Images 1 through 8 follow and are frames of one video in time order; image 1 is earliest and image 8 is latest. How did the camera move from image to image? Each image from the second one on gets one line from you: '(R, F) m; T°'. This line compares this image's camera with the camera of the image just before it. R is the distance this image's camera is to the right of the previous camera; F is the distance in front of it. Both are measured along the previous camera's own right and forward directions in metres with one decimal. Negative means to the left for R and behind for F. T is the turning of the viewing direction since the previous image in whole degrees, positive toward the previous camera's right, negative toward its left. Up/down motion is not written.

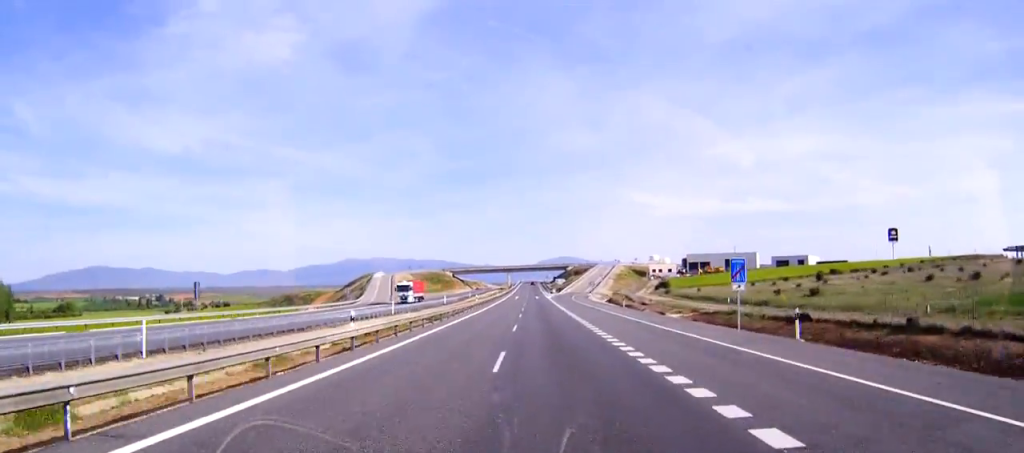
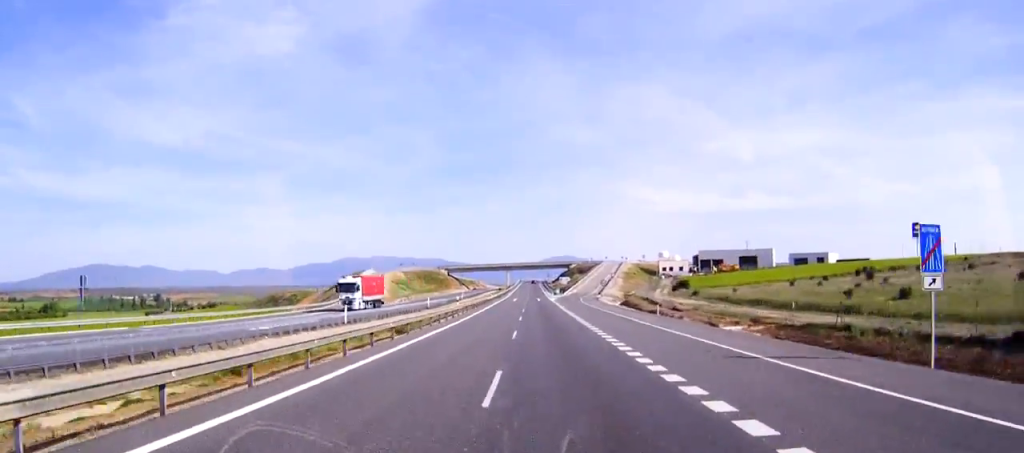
(0.0, +21.1) m; 0°
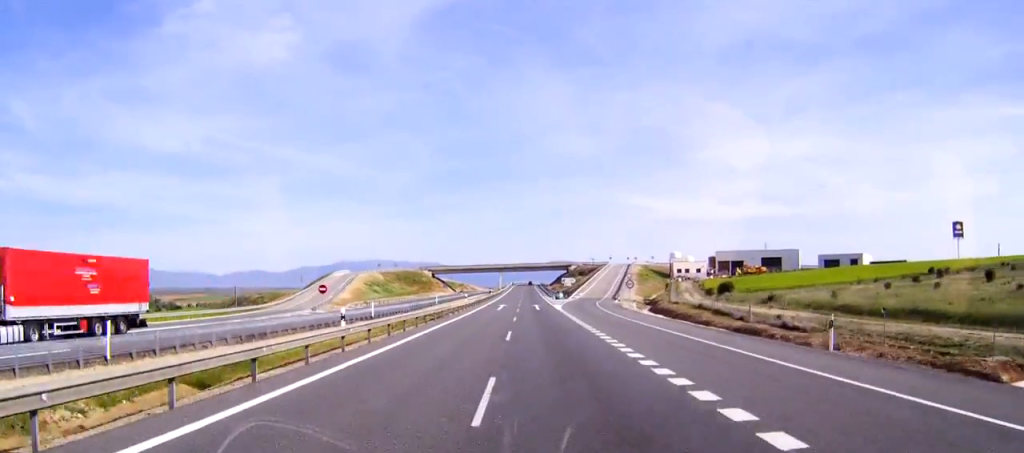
(+0.1, +35.4) m; 0°
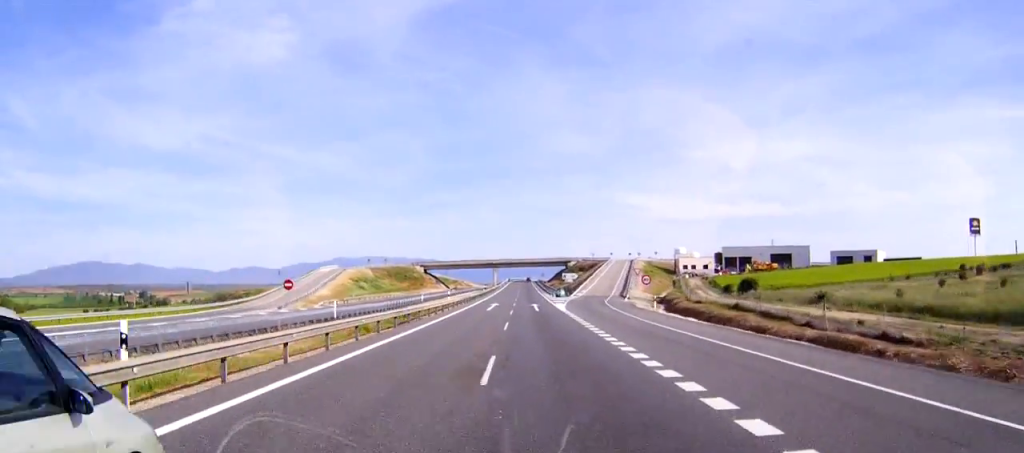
(0.0, +13.4) m; 0°
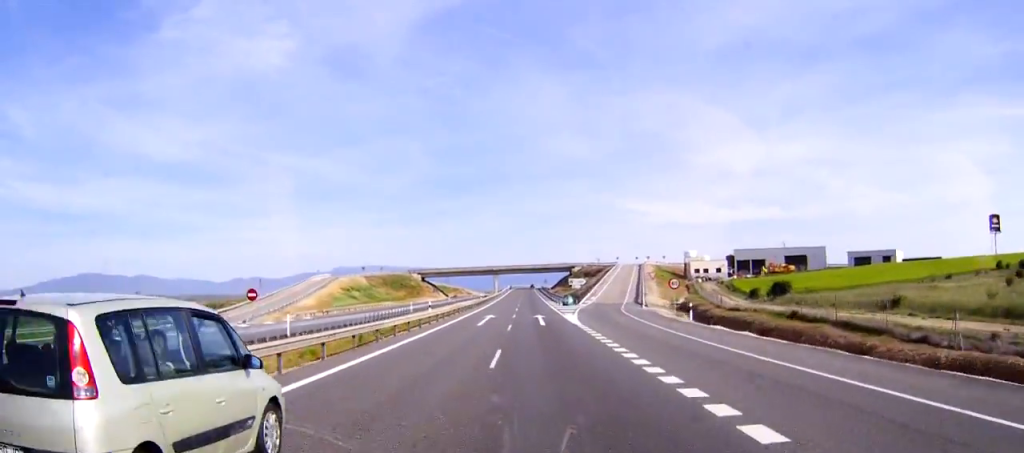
(0.0, +12.5) m; 0°
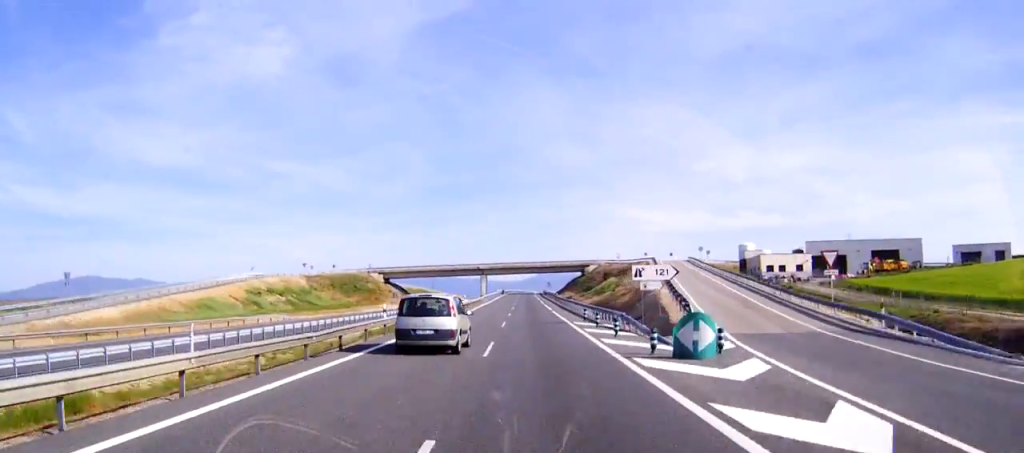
(0.0, +64.6) m; 0°
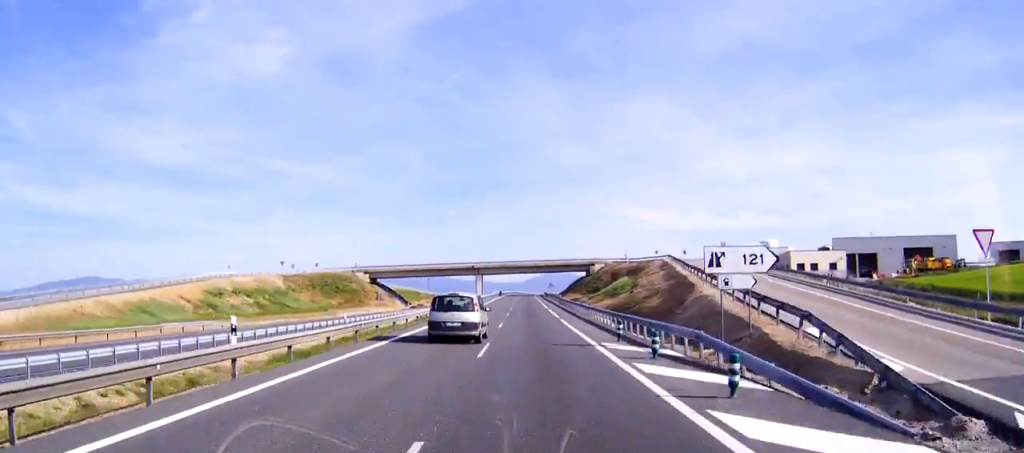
(0.0, +16.9) m; 0°
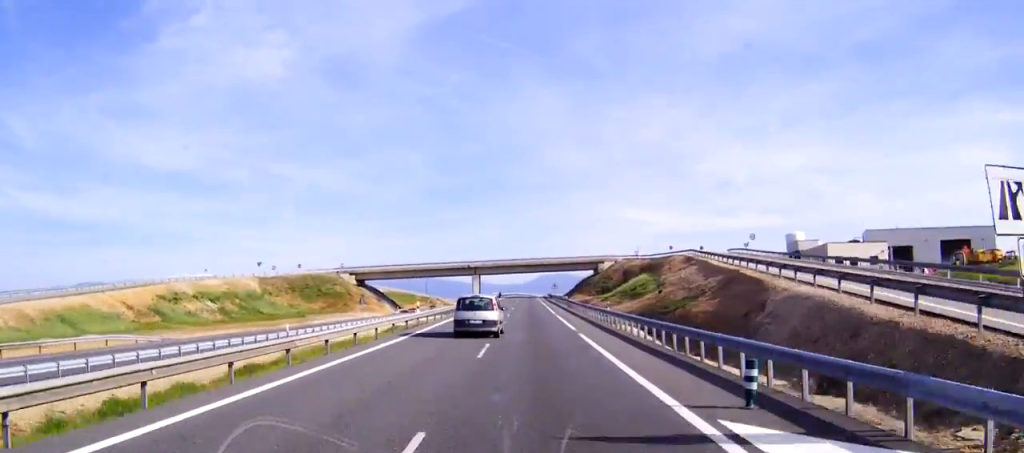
(0.0, +16.0) m; 0°
